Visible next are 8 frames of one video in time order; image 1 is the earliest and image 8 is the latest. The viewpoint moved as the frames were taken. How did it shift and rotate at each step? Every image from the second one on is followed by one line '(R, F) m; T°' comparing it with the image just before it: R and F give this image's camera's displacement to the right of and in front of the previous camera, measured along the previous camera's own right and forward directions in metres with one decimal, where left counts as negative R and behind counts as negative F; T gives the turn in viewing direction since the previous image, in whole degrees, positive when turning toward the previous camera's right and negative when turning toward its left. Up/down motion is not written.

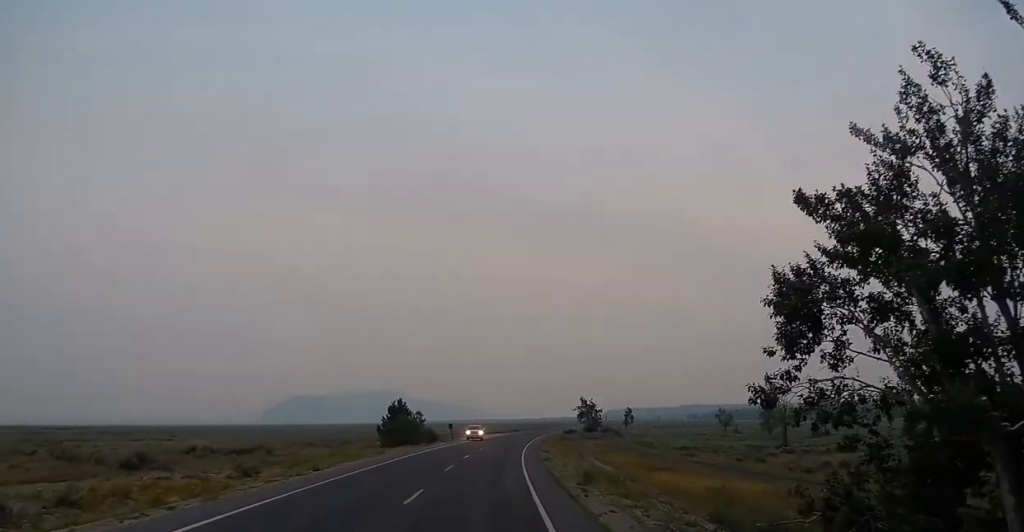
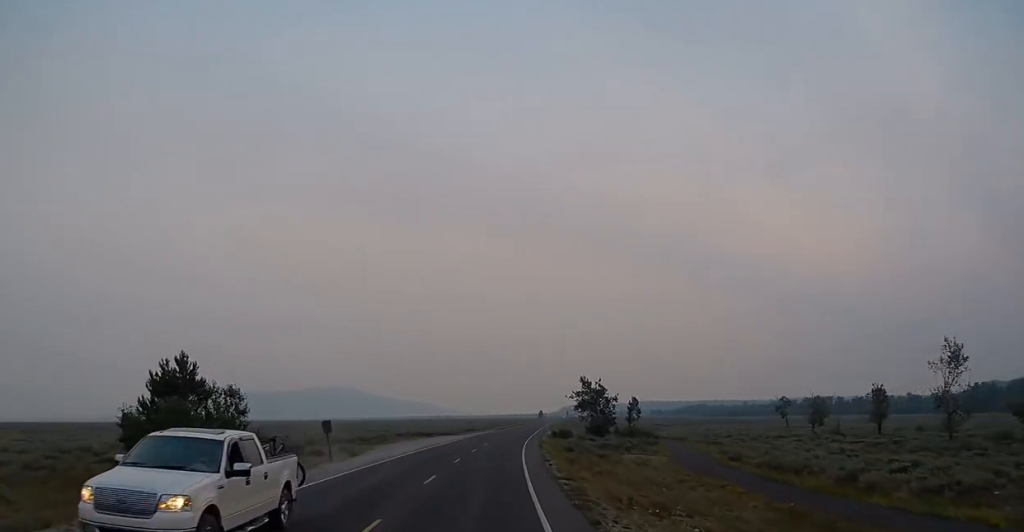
(+1.2, +55.7) m; +2°
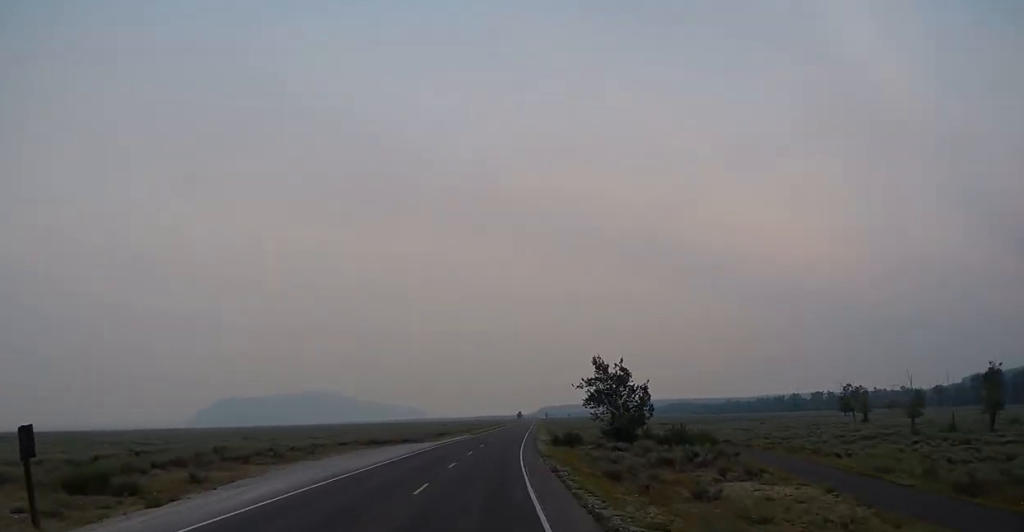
(+0.4, +26.4) m; +3°
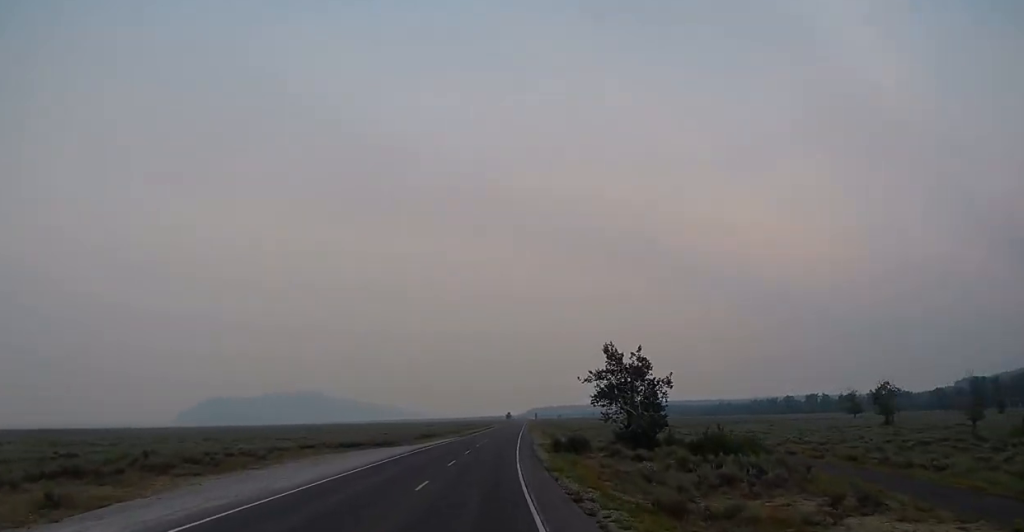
(+0.1, +10.7) m; +2°
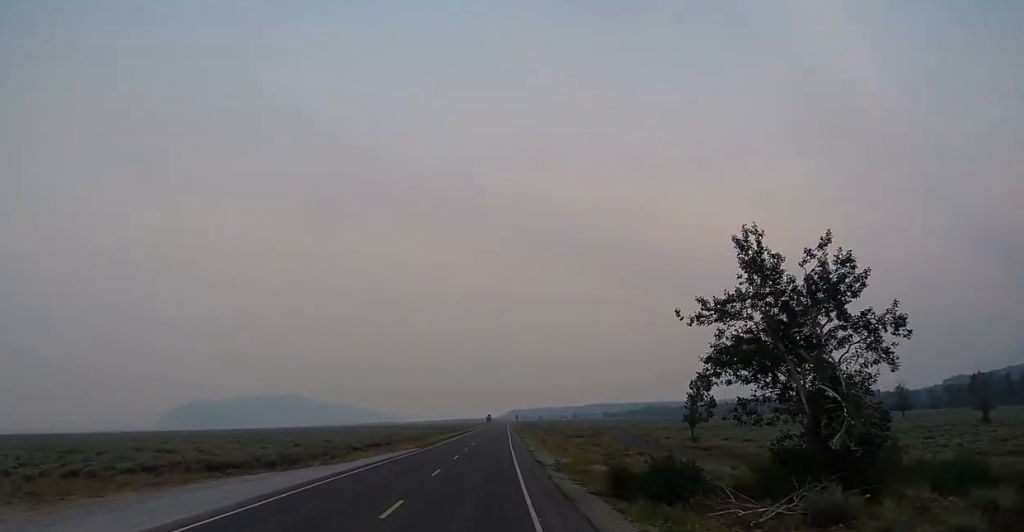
(+0.8, +29.6) m; +1°
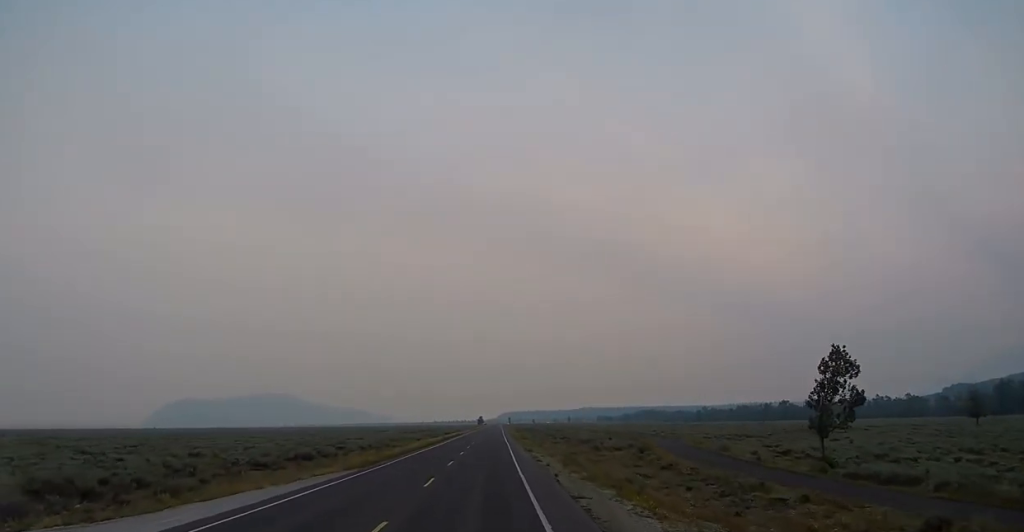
(-0.3, +29.7) m; 0°
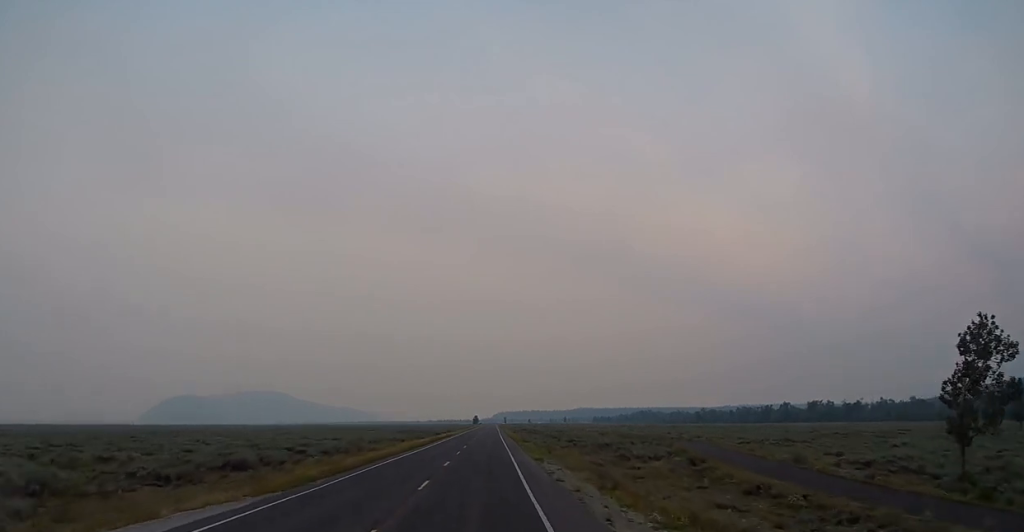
(+0.2, +13.2) m; 0°
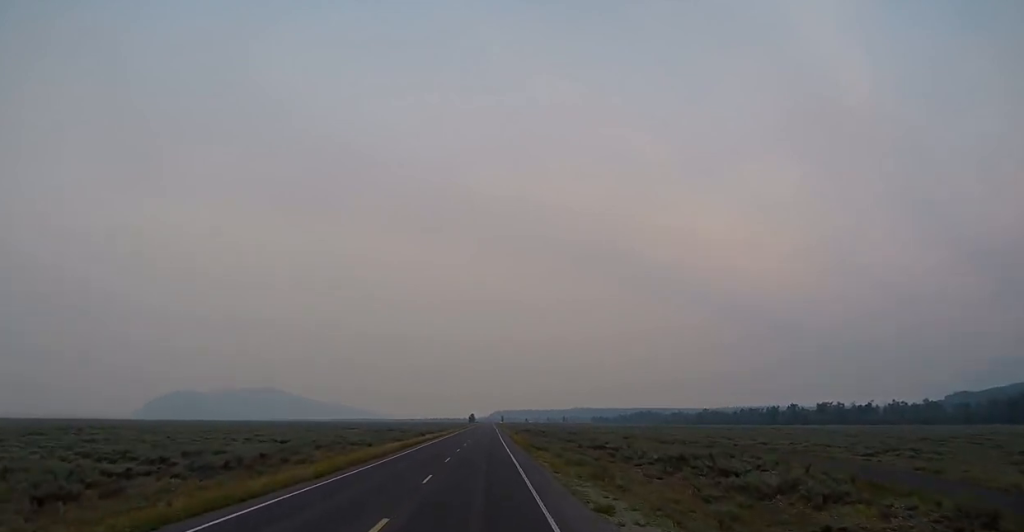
(-0.1, +22.7) m; 0°
